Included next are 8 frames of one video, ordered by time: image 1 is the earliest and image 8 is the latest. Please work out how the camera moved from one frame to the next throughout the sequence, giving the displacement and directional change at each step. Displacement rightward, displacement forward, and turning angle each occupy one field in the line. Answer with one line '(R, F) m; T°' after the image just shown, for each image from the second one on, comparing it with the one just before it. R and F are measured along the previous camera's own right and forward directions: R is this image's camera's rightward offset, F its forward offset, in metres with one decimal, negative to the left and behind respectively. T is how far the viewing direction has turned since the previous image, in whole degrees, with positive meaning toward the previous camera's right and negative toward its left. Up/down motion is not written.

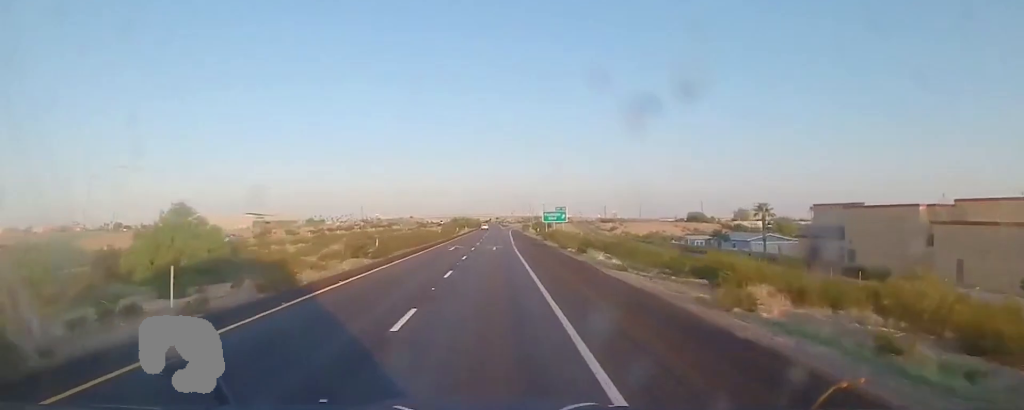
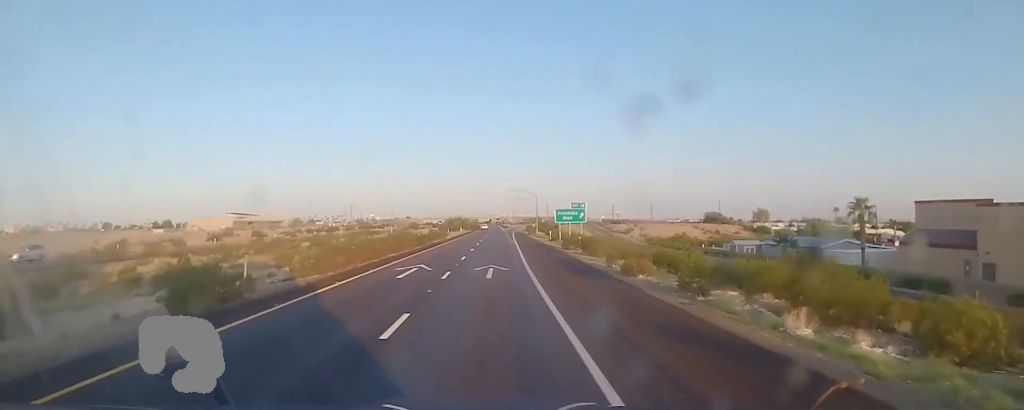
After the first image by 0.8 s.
(+0.3, +22.0) m; 0°
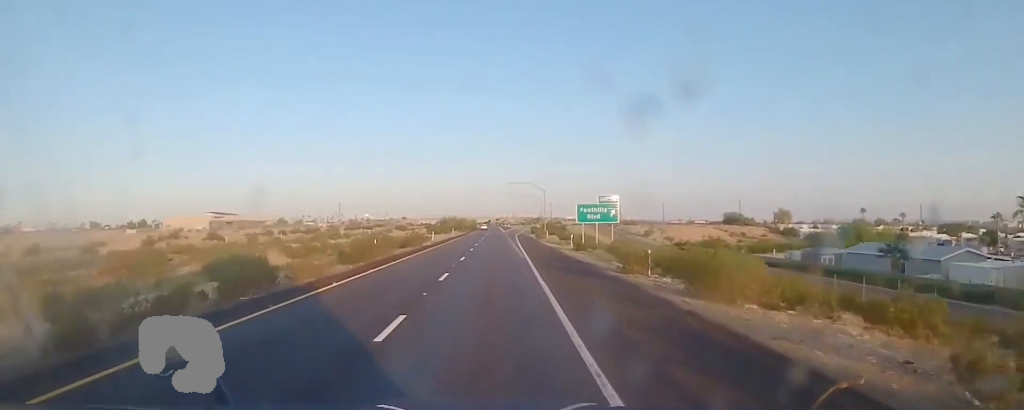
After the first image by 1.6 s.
(0.0, +21.9) m; 0°
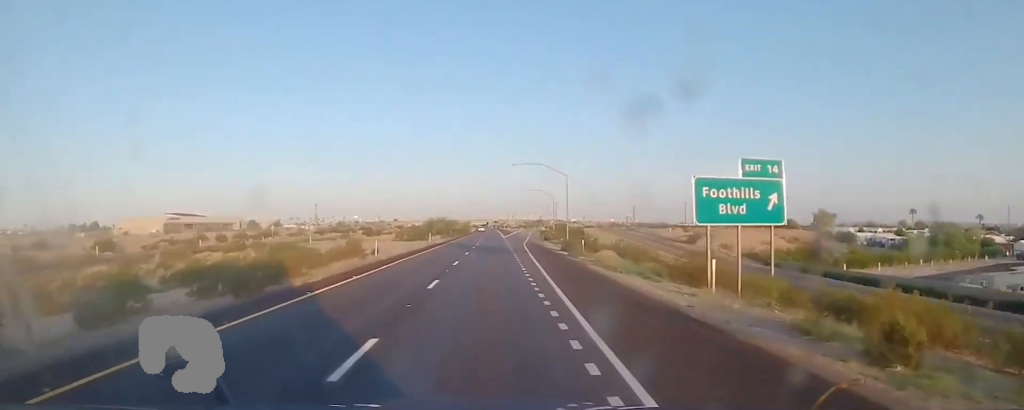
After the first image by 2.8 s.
(-0.2, +34.7) m; 0°
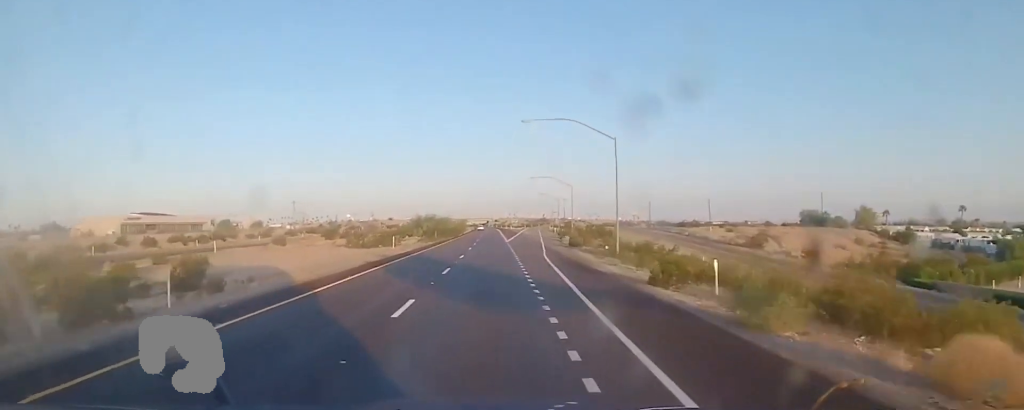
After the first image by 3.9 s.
(+0.3, +30.1) m; +1°
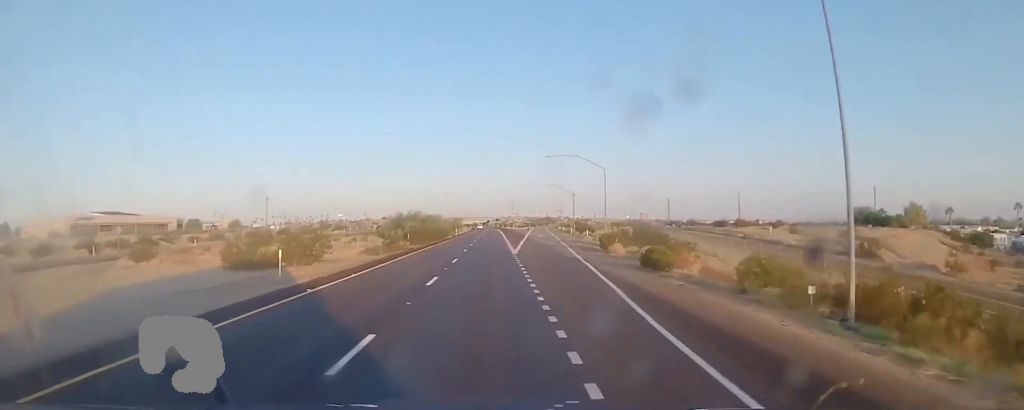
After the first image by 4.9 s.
(+0.1, +28.9) m; 0°
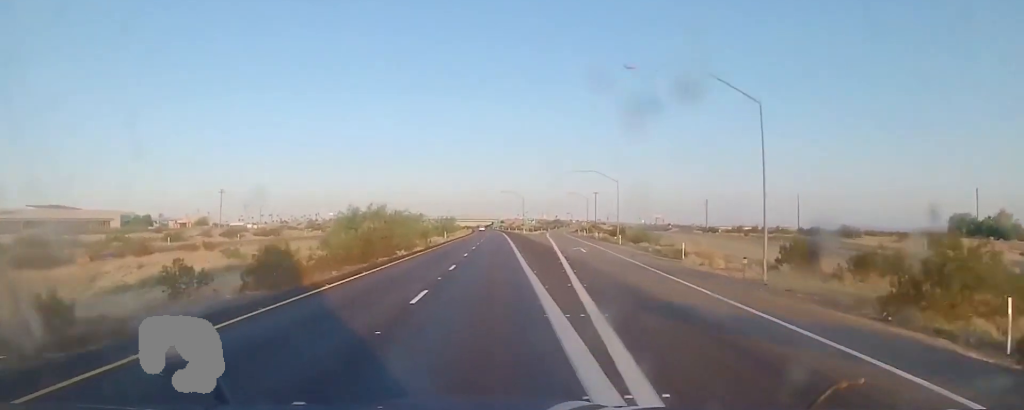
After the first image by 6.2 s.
(-0.1, +40.3) m; 0°
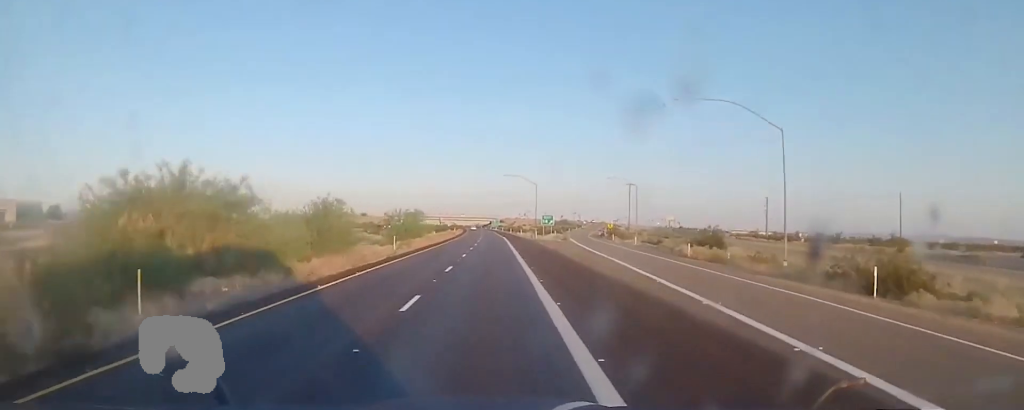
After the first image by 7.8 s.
(-0.1, +51.9) m; 0°
